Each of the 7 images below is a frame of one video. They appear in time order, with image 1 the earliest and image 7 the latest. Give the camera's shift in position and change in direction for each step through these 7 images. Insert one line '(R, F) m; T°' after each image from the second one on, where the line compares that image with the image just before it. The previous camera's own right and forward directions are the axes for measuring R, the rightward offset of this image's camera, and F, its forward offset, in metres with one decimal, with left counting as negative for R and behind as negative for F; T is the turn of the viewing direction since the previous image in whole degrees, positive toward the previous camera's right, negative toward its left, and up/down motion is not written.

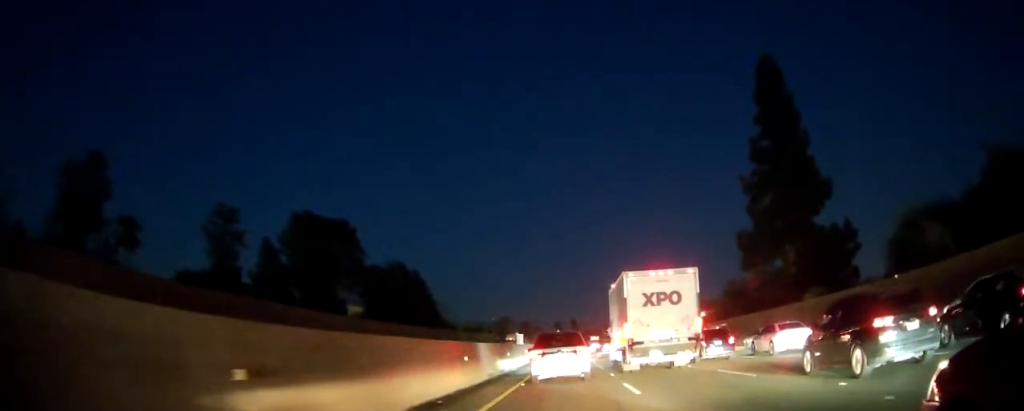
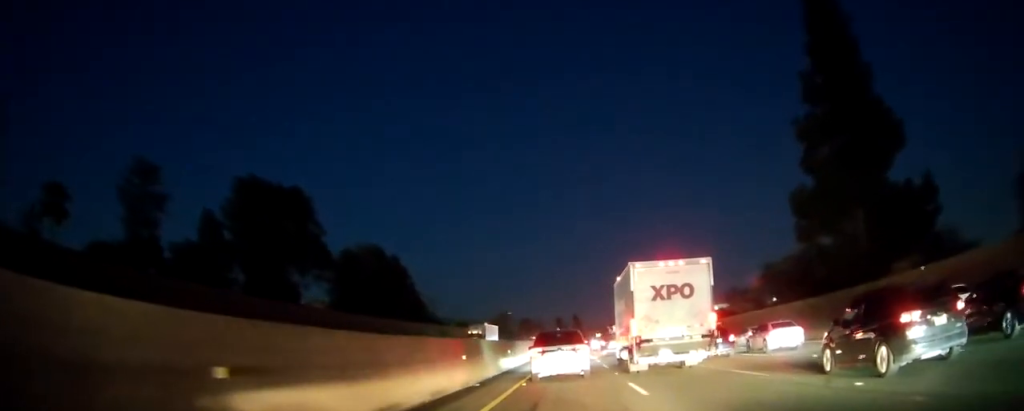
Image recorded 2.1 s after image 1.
(+0.2, +15.1) m; +2°
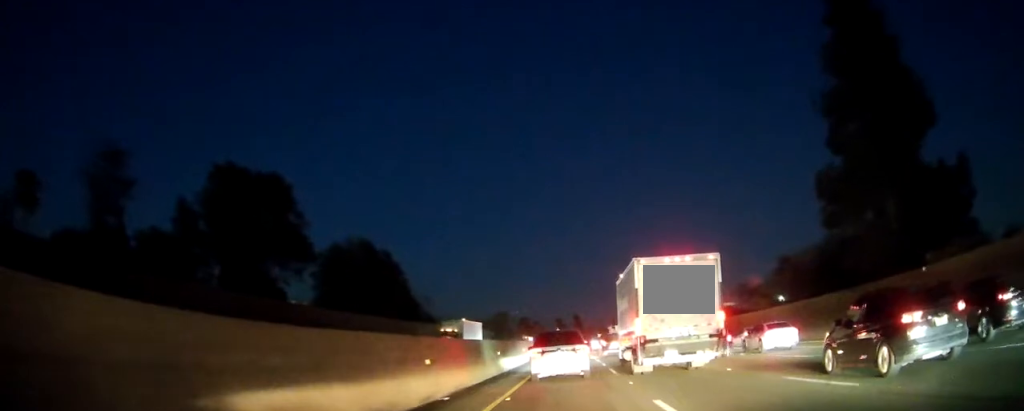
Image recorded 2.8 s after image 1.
(+0.1, +5.1) m; 0°
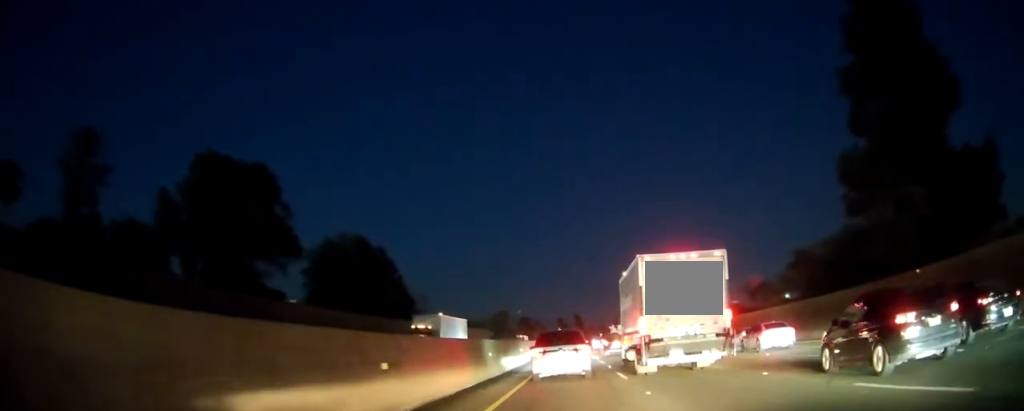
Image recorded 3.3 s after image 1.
(-0.1, +3.8) m; 0°
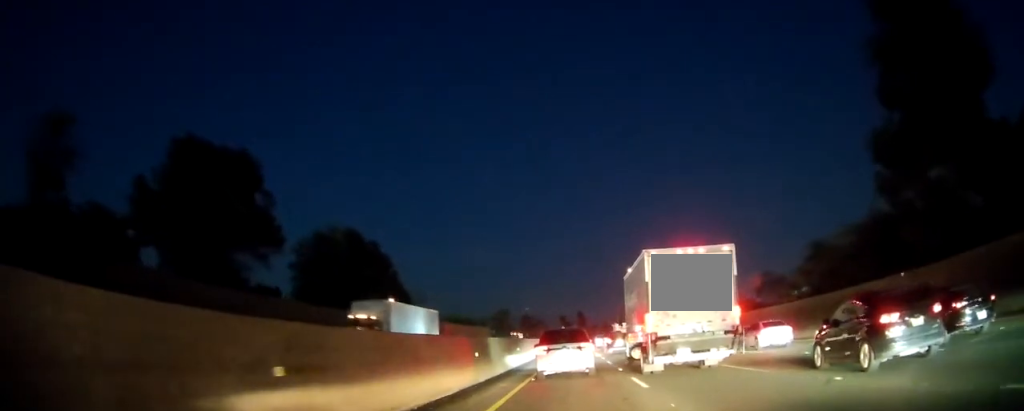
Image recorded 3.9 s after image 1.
(0.0, +4.5) m; 0°
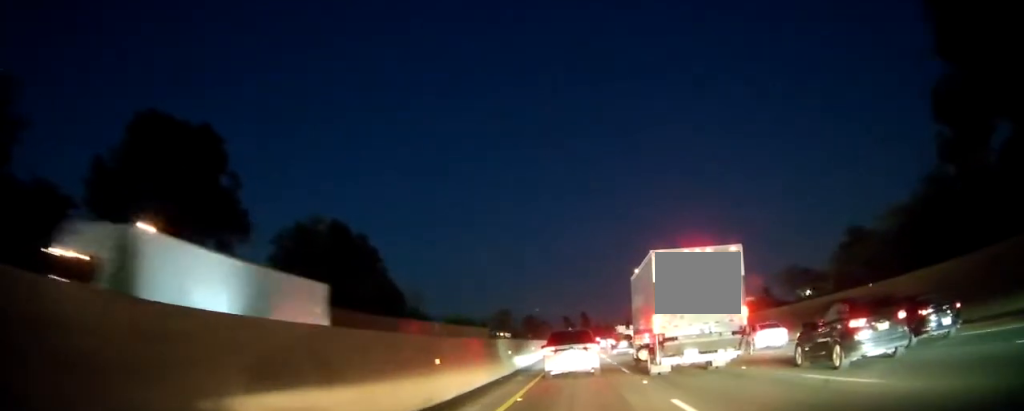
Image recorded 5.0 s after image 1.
(+0.1, +7.1) m; 0°
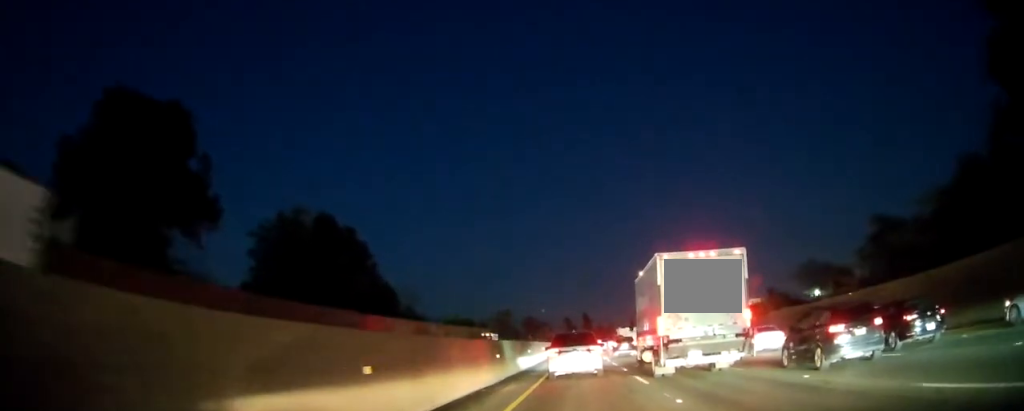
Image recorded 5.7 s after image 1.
(0.0, +5.0) m; 0°
